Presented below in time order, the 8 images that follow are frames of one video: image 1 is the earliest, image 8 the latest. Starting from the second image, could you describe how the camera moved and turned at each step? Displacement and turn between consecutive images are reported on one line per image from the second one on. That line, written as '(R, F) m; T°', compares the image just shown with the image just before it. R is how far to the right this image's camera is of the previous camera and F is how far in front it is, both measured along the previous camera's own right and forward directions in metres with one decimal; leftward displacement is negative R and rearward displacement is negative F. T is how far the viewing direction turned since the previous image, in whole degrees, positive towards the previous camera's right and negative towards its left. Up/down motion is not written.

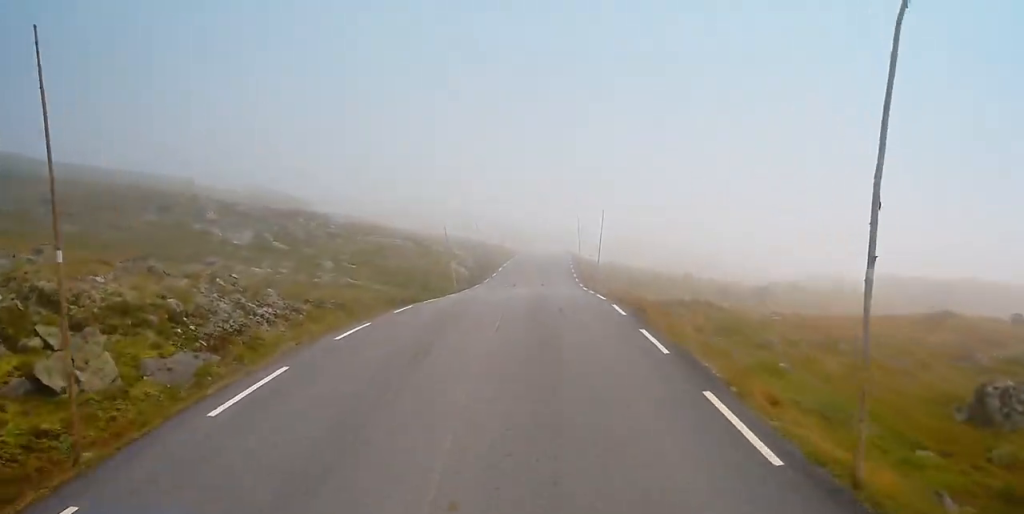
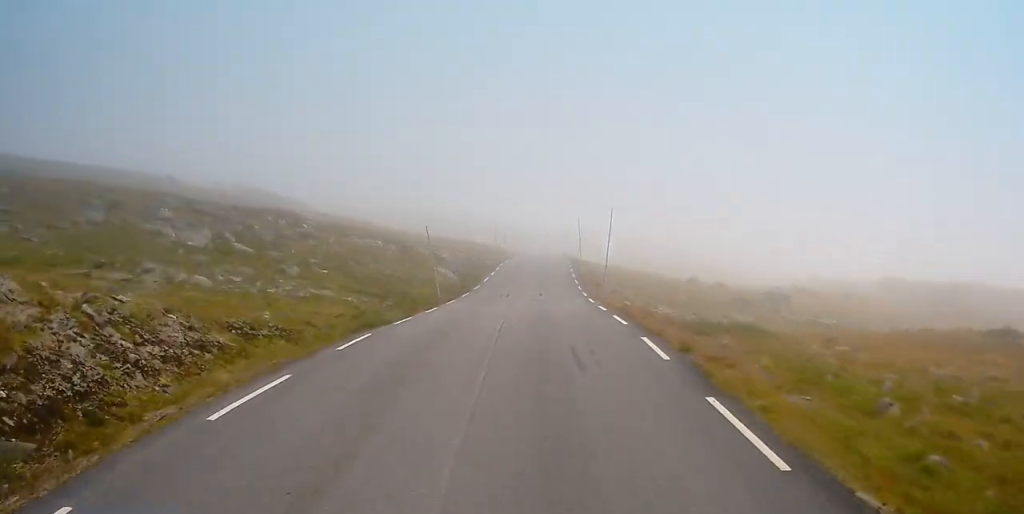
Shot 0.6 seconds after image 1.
(0.0, +6.0) m; 0°
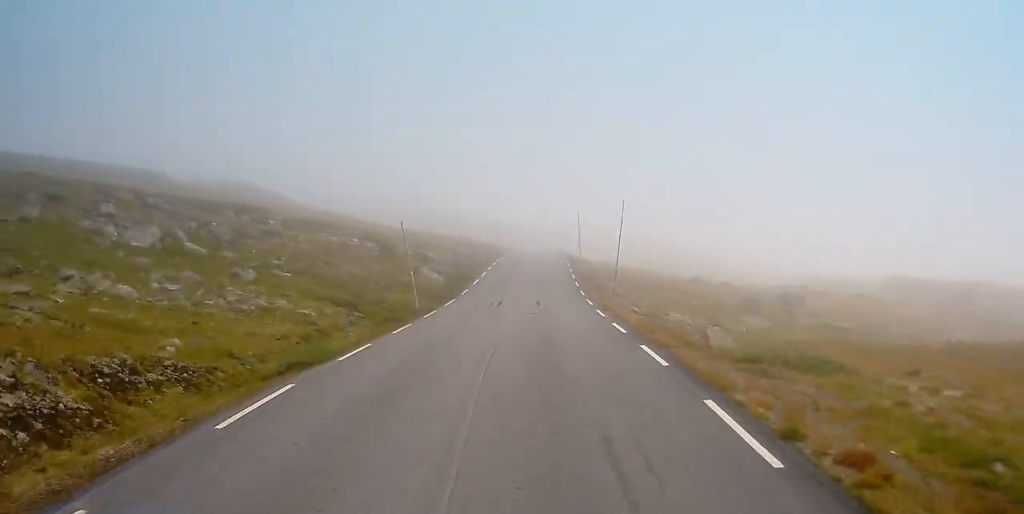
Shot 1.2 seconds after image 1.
(0.0, +5.8) m; 0°
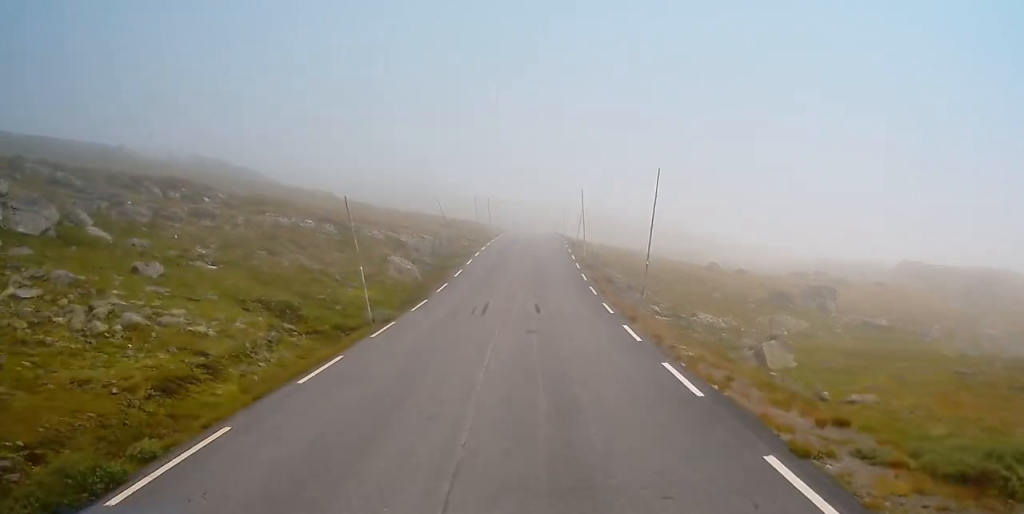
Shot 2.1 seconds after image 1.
(0.0, +8.8) m; 0°
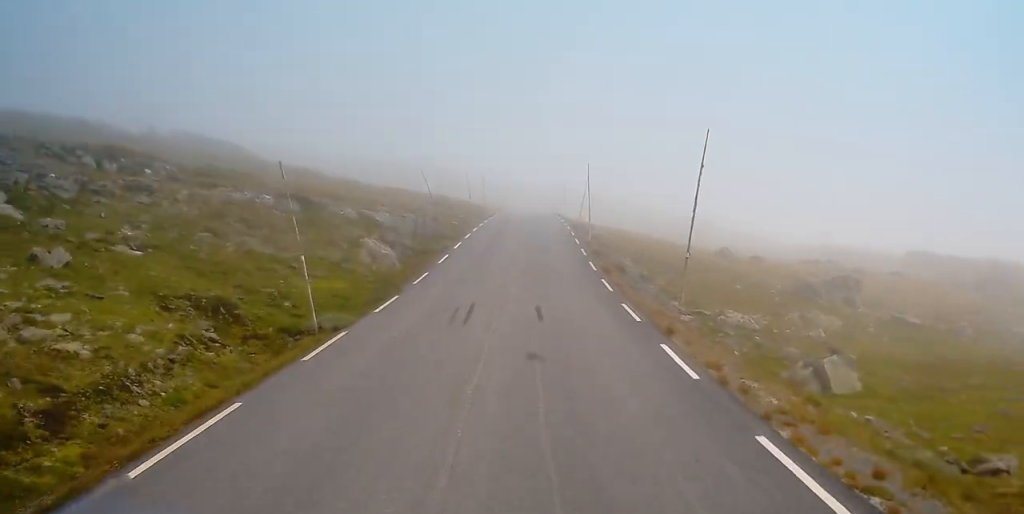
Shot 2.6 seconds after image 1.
(0.0, +5.8) m; 0°
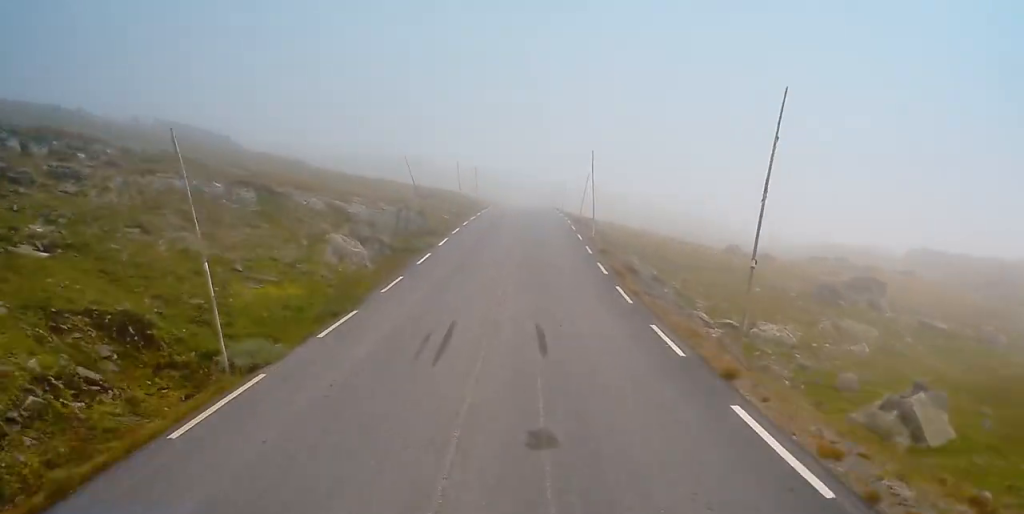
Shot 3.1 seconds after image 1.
(0.0, +5.1) m; 0°
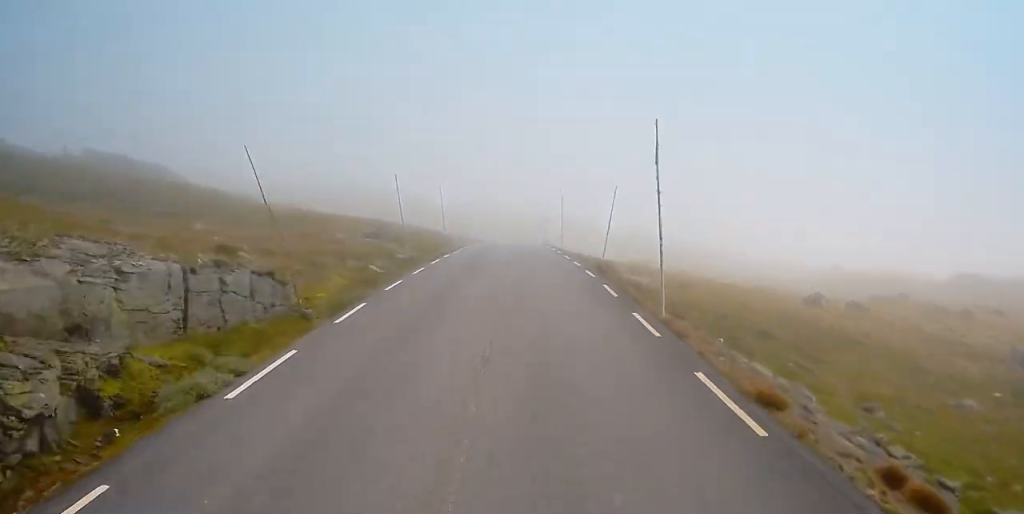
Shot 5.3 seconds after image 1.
(+0.2, +22.8) m; +1°
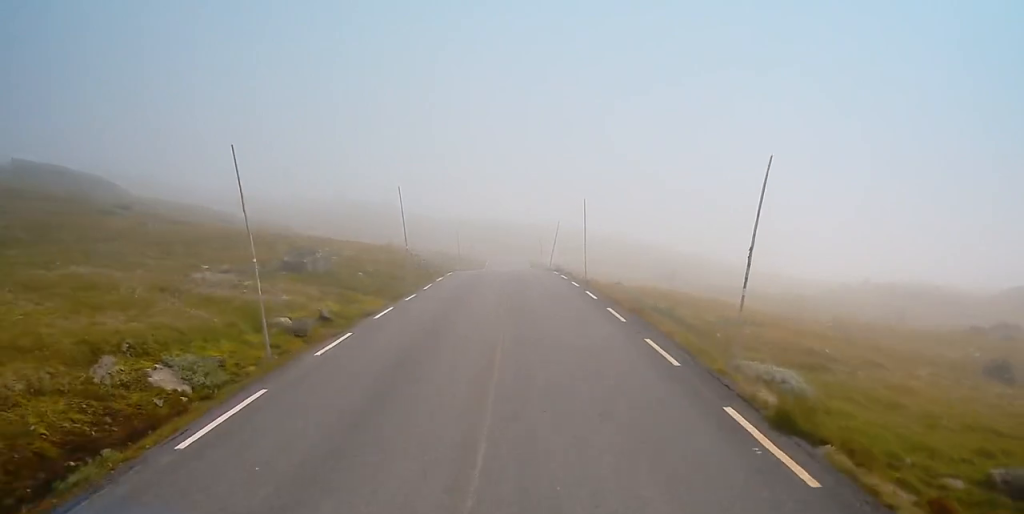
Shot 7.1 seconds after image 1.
(0.0, +19.4) m; 0°
